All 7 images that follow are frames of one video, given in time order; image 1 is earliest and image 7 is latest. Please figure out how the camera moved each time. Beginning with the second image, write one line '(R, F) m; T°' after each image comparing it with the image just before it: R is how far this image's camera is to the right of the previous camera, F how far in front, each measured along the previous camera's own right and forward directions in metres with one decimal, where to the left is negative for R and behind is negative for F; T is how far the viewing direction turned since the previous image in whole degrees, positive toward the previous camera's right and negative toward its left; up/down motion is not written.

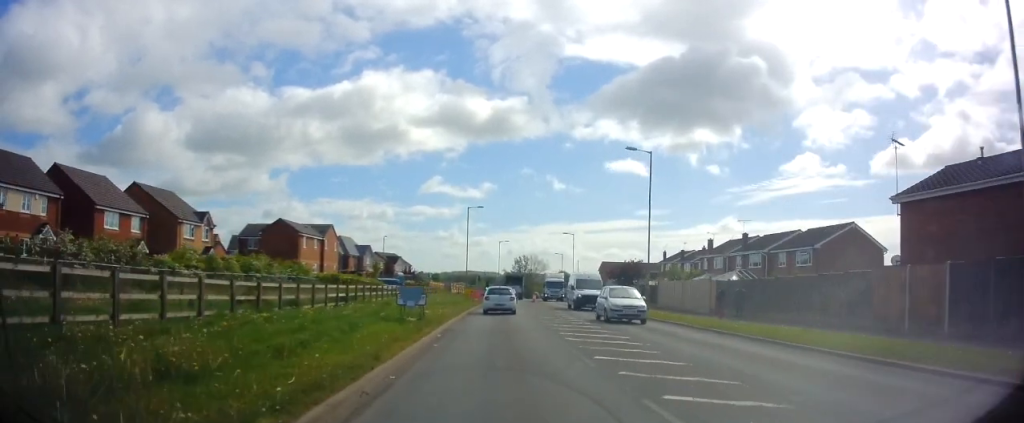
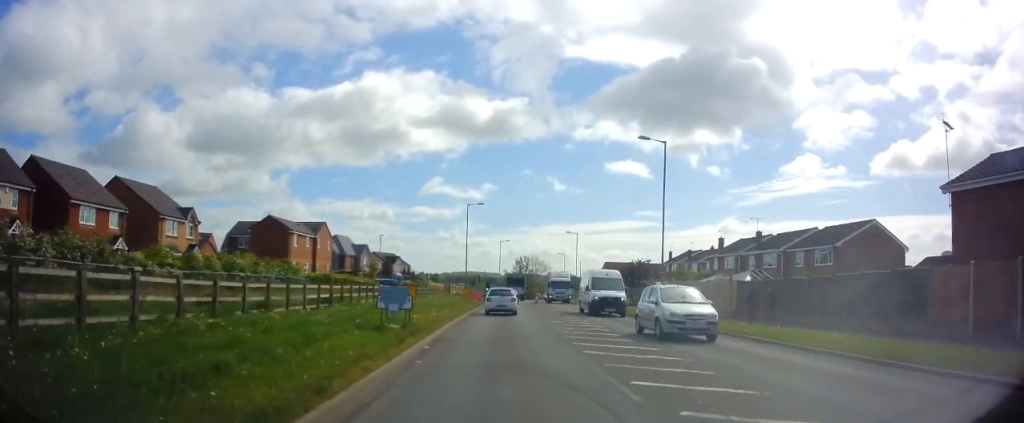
(-0.3, +2.9) m; 0°
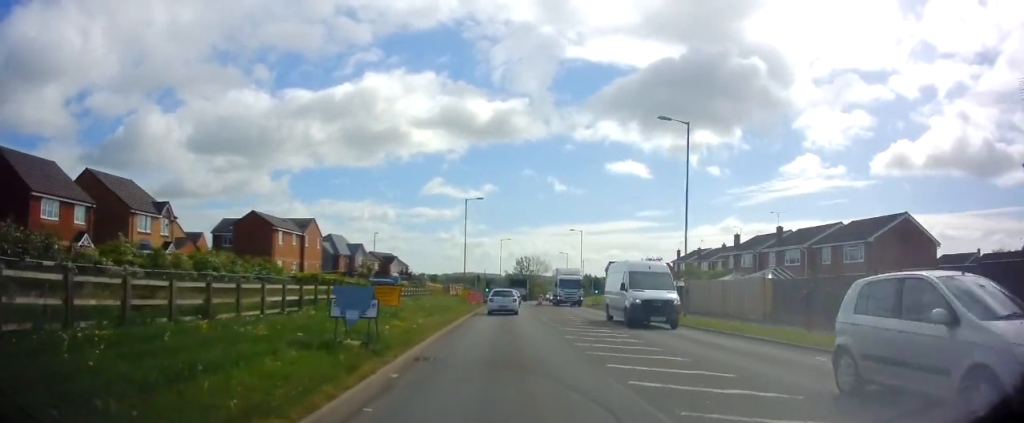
(+0.3, +4.0) m; +4°
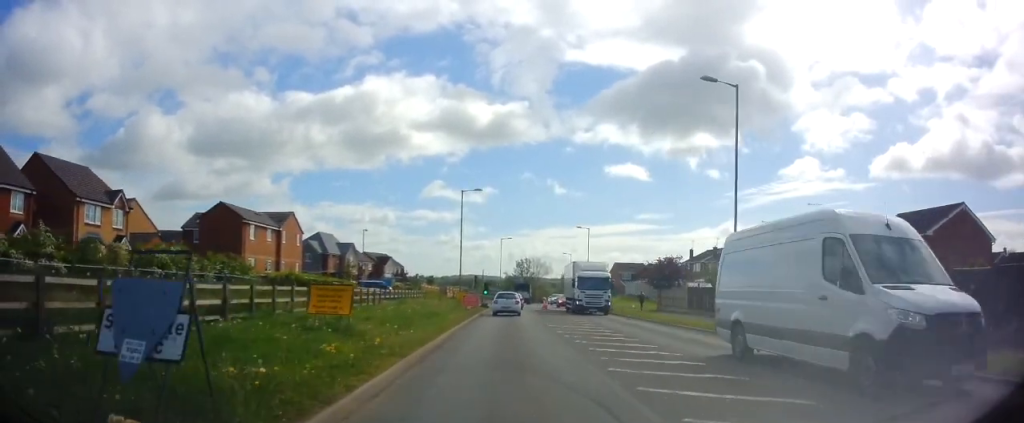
(+0.3, +6.3) m; +3°
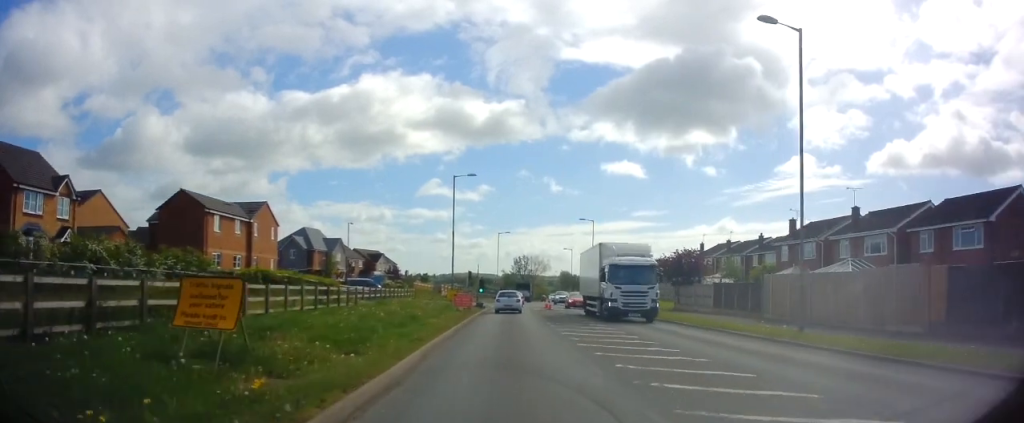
(0.0, +5.5) m; 0°
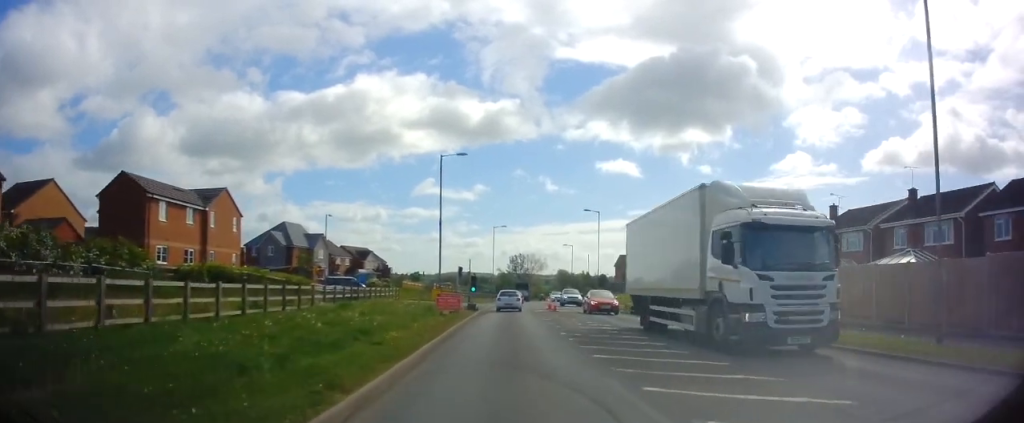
(0.0, +6.6) m; -1°
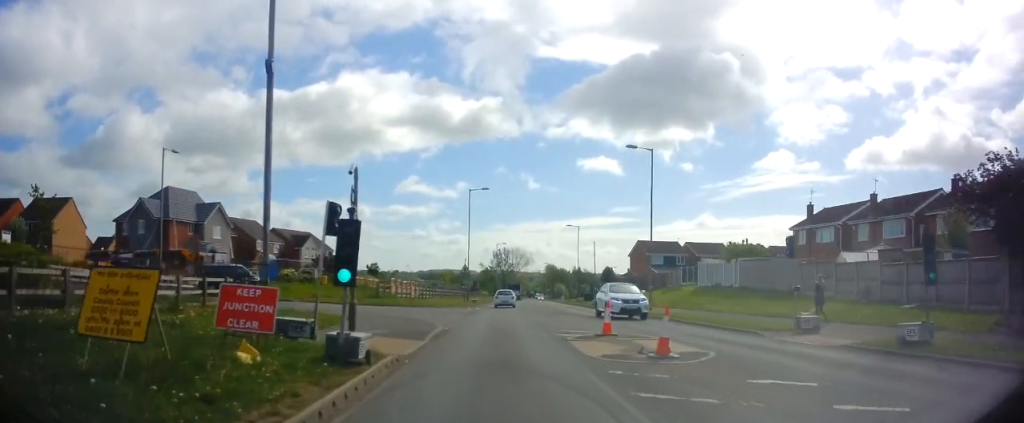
(0.0, +26.3) m; +2°
